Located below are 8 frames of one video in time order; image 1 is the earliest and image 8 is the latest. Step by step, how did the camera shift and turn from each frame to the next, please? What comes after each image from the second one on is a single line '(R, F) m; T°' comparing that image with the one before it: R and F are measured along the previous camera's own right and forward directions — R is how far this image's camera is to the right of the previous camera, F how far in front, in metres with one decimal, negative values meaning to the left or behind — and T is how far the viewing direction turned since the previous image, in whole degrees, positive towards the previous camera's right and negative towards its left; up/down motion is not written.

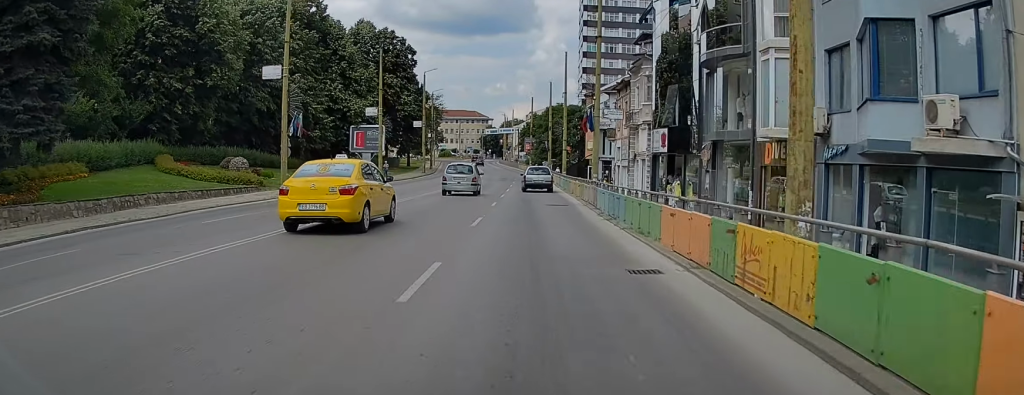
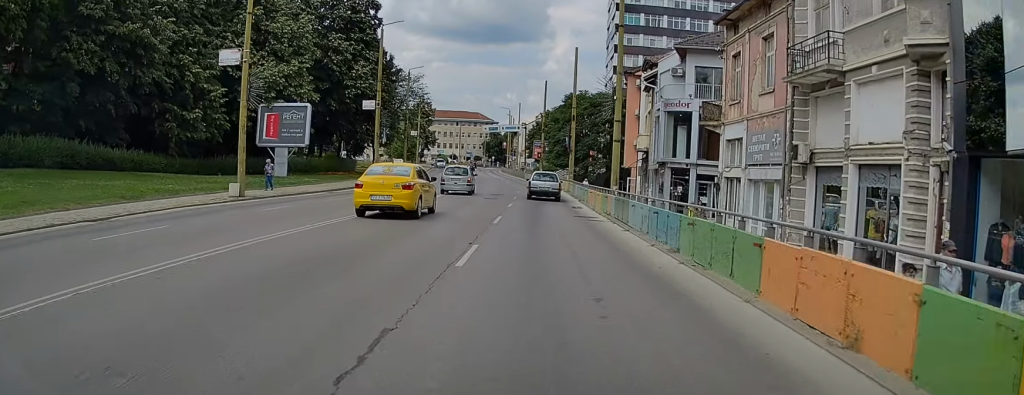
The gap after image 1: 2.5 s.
(-0.2, +32.9) m; 0°
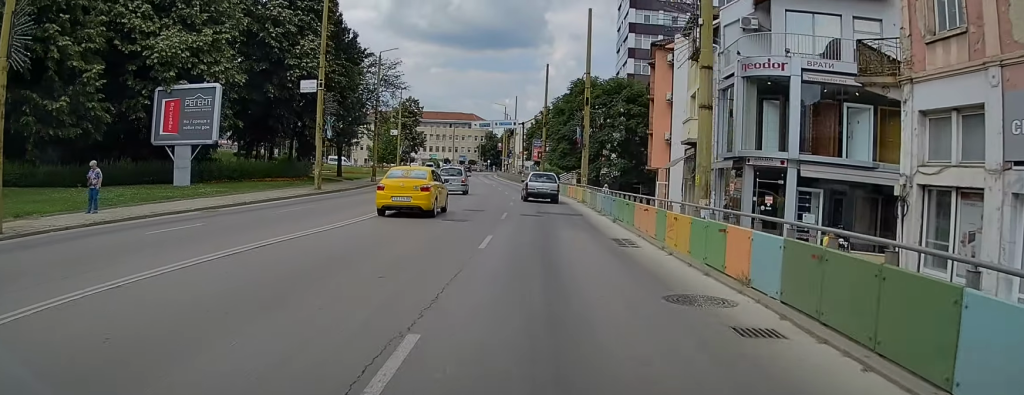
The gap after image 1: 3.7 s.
(+0.2, +16.1) m; 0°
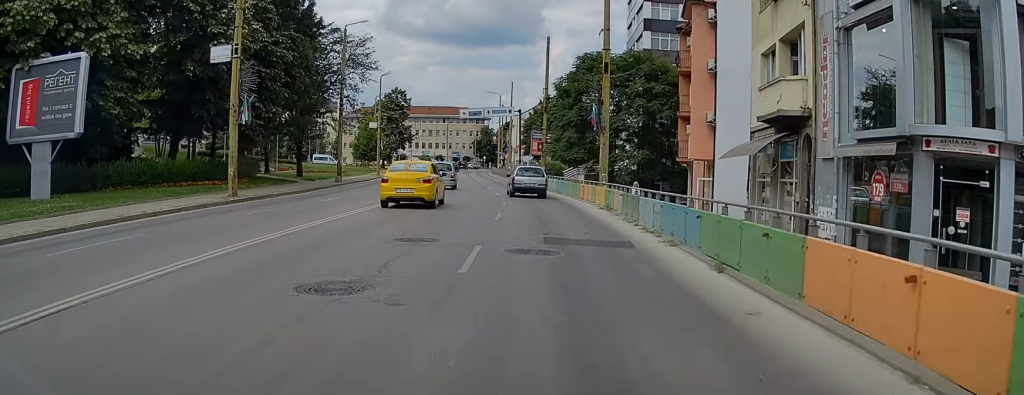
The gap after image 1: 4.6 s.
(-0.3, +12.6) m; -1°
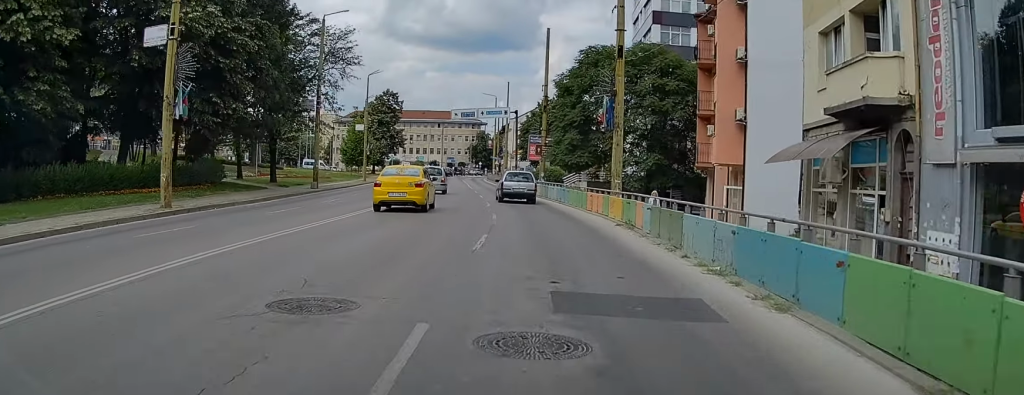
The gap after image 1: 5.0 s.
(0.0, +5.9) m; 0°
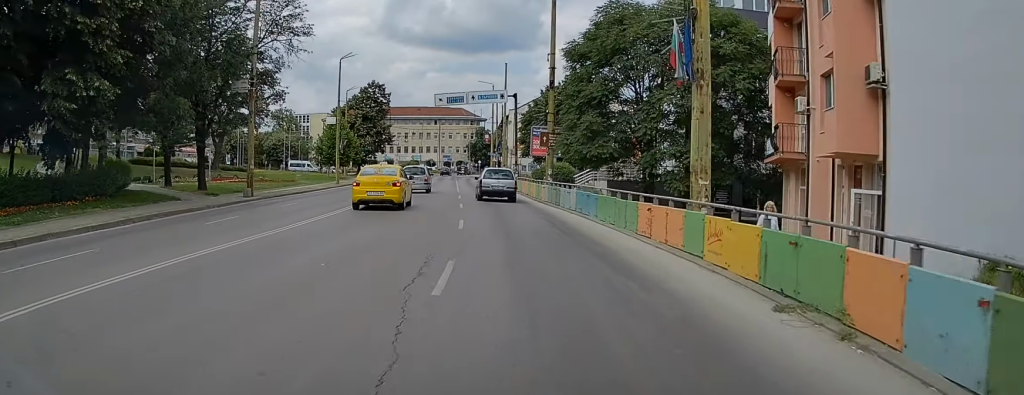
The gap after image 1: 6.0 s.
(0.0, +13.2) m; 0°
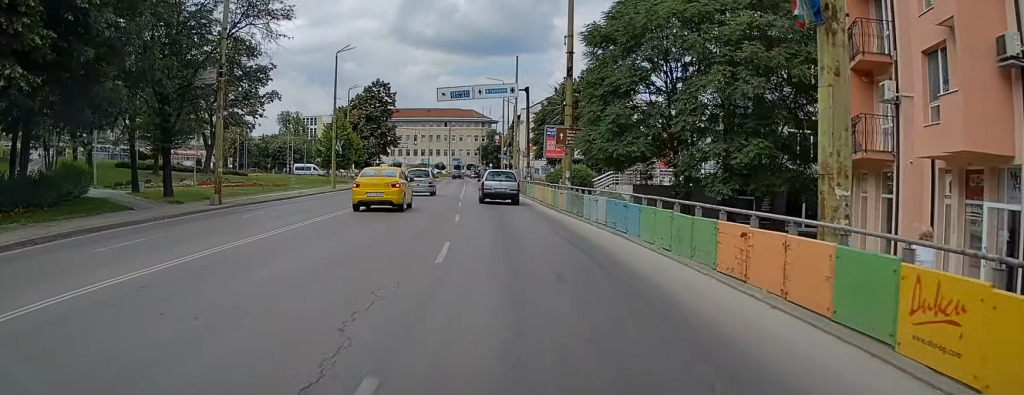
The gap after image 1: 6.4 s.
(0.0, +5.9) m; 0°
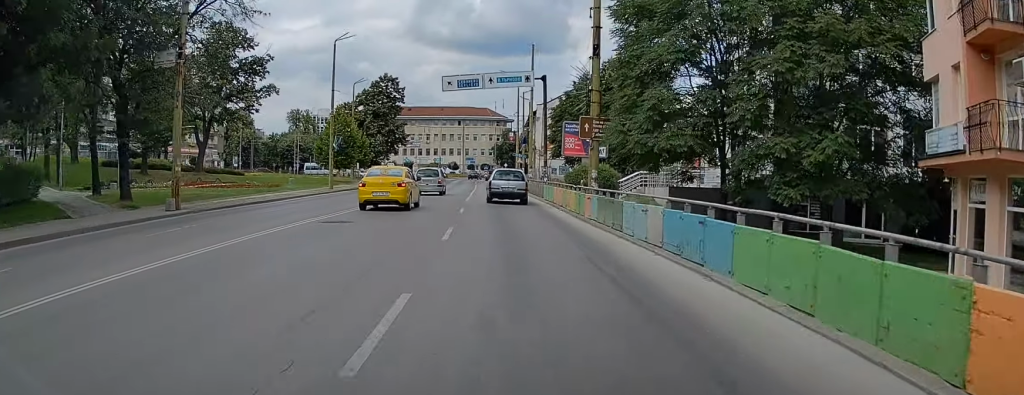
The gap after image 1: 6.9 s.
(0.0, +5.8) m; 0°
